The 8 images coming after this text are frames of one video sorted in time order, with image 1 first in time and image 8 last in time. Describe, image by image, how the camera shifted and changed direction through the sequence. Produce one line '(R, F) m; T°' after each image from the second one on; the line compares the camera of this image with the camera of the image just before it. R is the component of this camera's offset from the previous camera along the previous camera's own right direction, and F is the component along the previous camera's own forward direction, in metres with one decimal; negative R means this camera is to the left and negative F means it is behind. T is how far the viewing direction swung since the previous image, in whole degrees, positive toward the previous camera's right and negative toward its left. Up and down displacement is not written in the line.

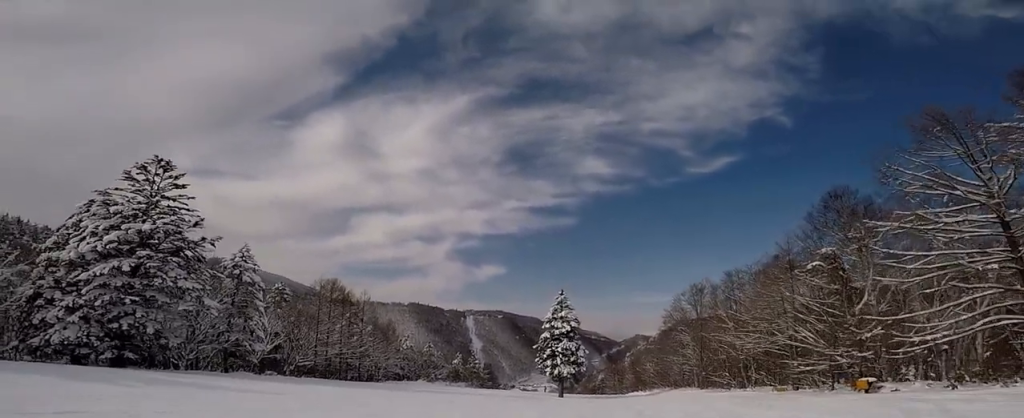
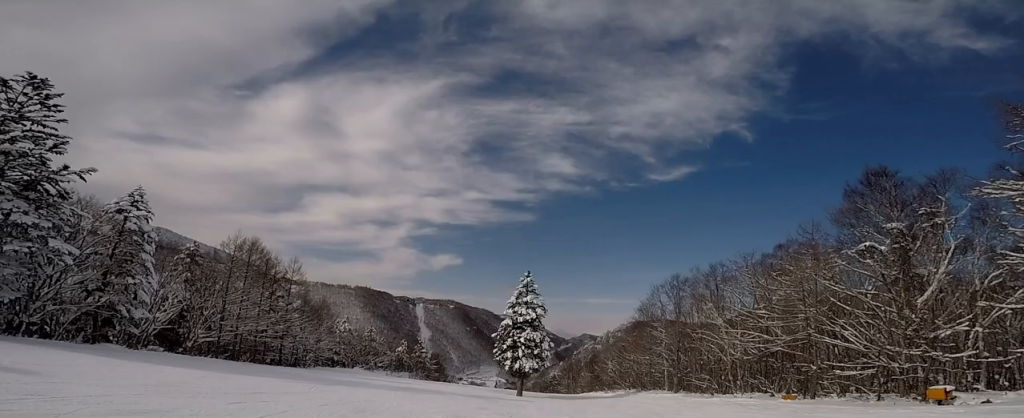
(0.0, +9.1) m; 0°
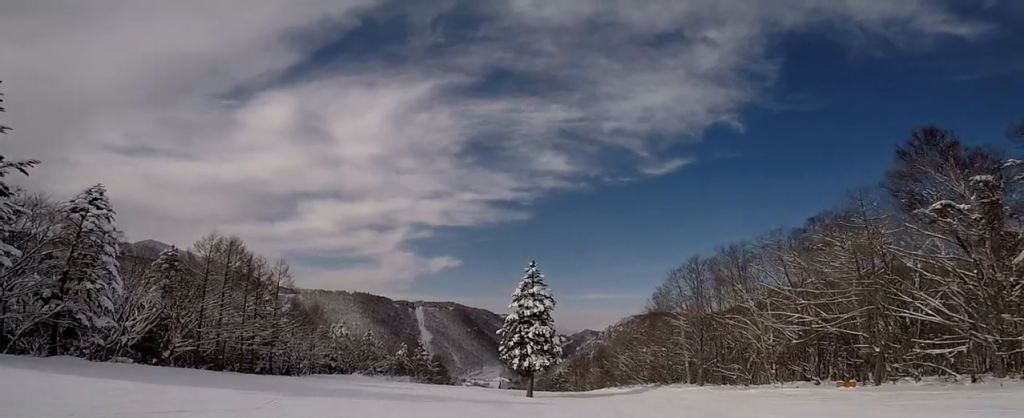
(0.0, +4.7) m; 0°
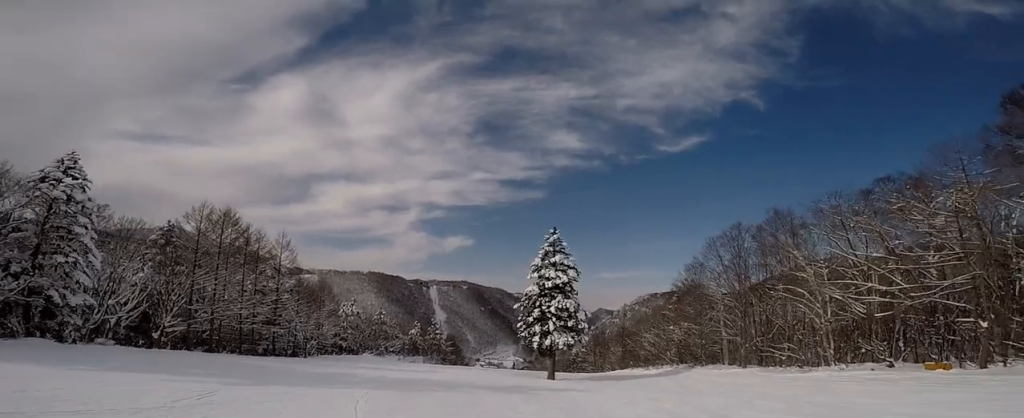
(0.0, +4.9) m; 0°
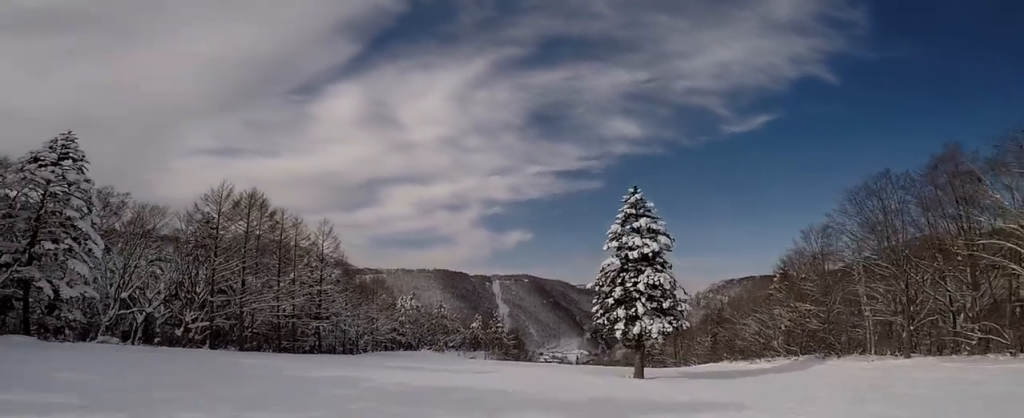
(0.0, +8.9) m; 0°
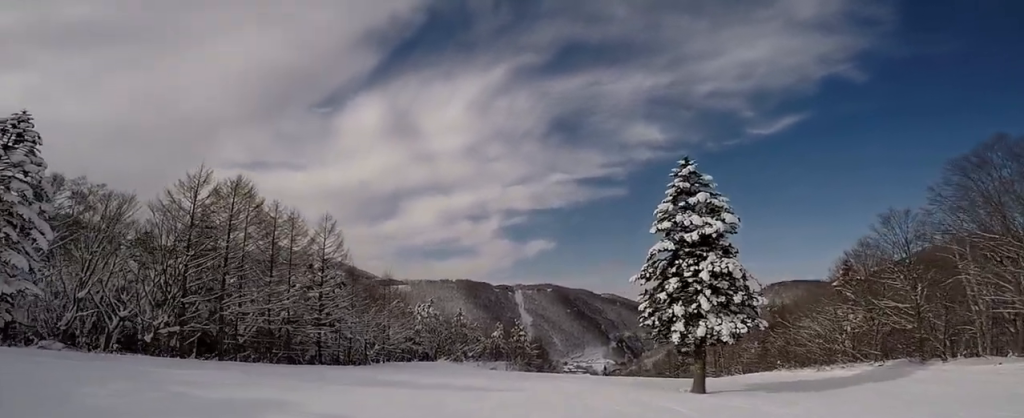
(0.0, +6.6) m; +3°
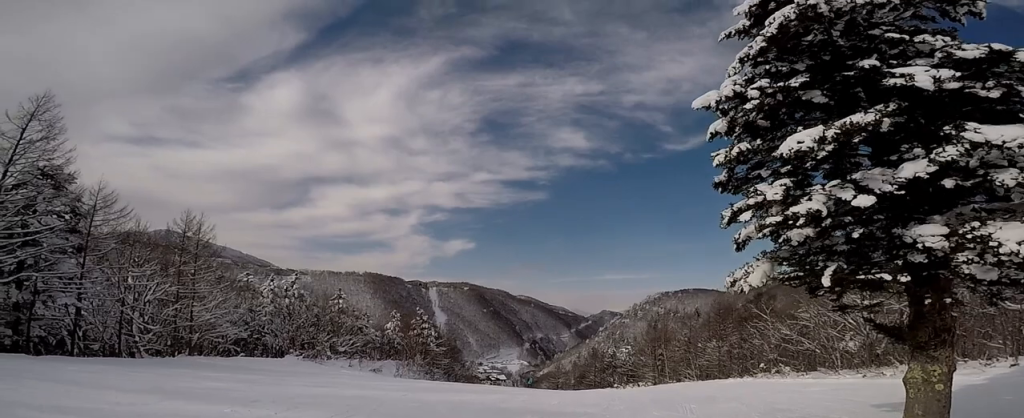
(+1.7, +20.5) m; -1°
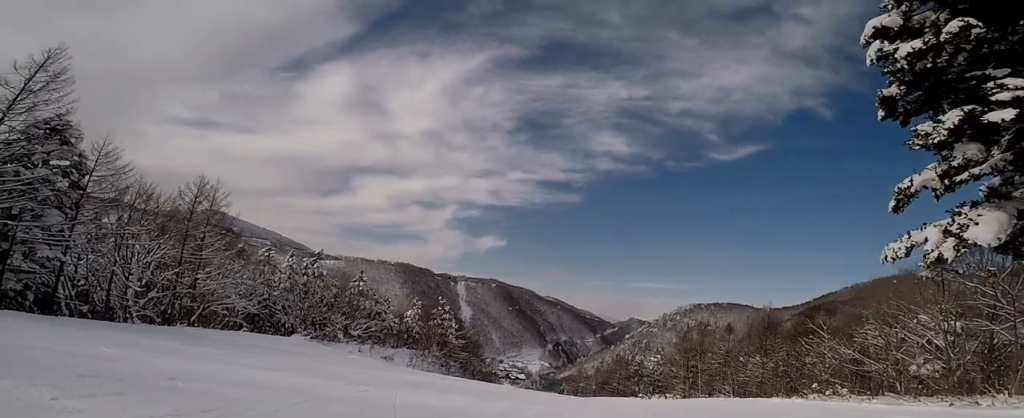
(-0.1, +3.9) m; -2°
